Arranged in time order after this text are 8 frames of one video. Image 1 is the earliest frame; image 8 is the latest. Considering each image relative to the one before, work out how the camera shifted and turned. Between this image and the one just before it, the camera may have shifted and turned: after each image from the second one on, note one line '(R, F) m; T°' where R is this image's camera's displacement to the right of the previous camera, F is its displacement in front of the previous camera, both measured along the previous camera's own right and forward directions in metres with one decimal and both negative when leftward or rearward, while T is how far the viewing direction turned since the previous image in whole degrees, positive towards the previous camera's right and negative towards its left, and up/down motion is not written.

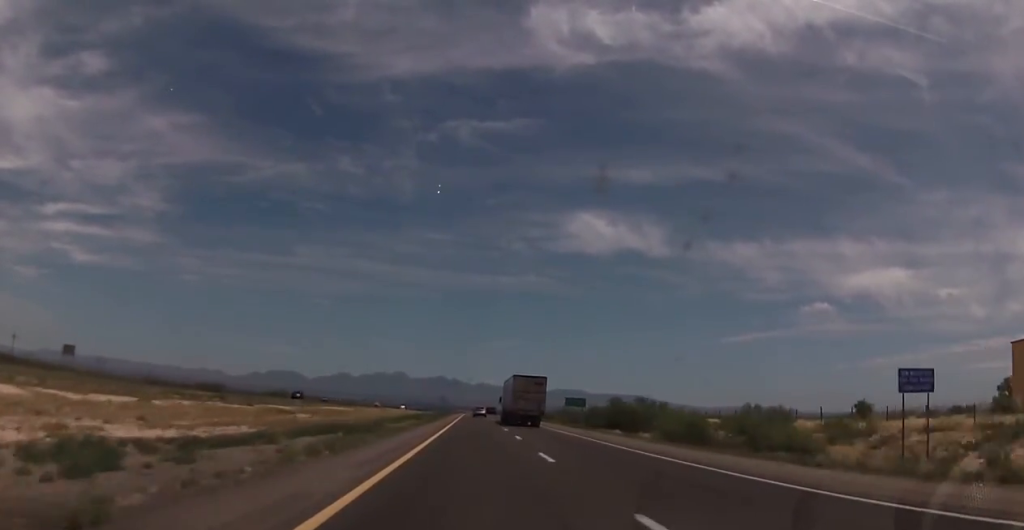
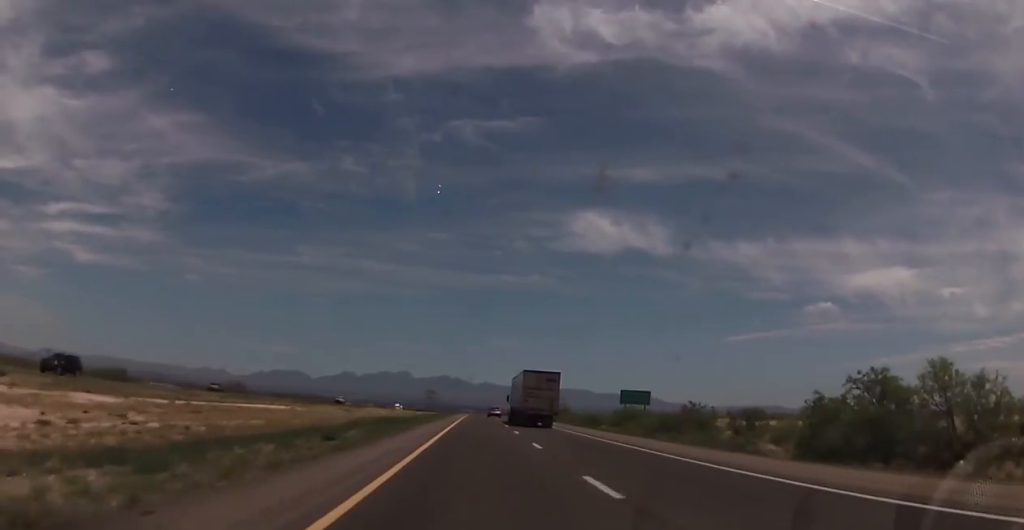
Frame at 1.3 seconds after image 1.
(0.0, +43.9) m; -1°
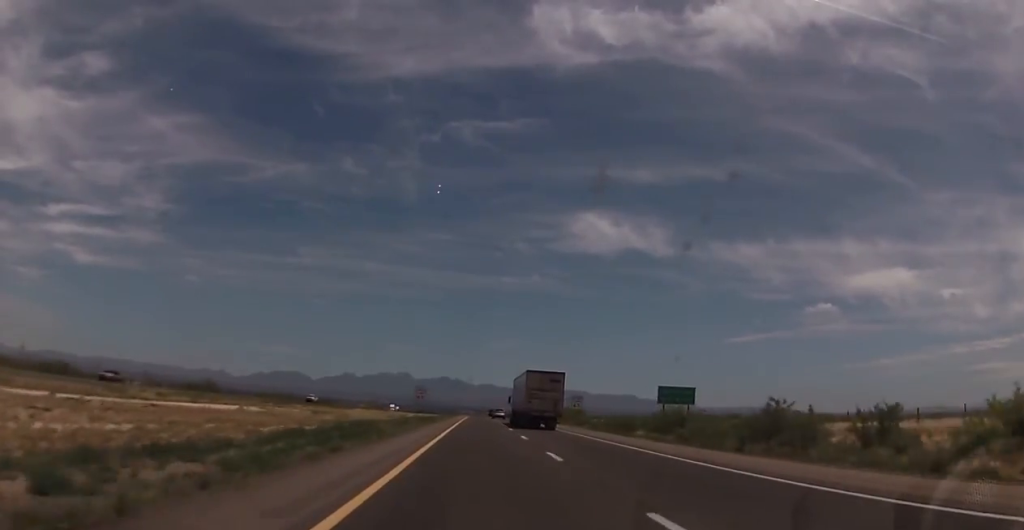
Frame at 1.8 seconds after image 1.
(-0.2, +16.9) m; 0°
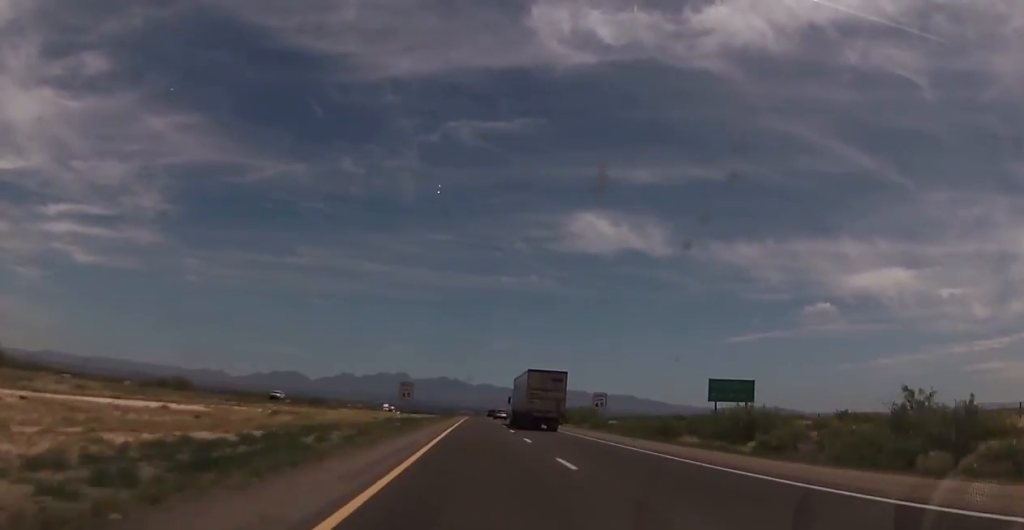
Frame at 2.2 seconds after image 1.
(-0.2, +14.6) m; 0°
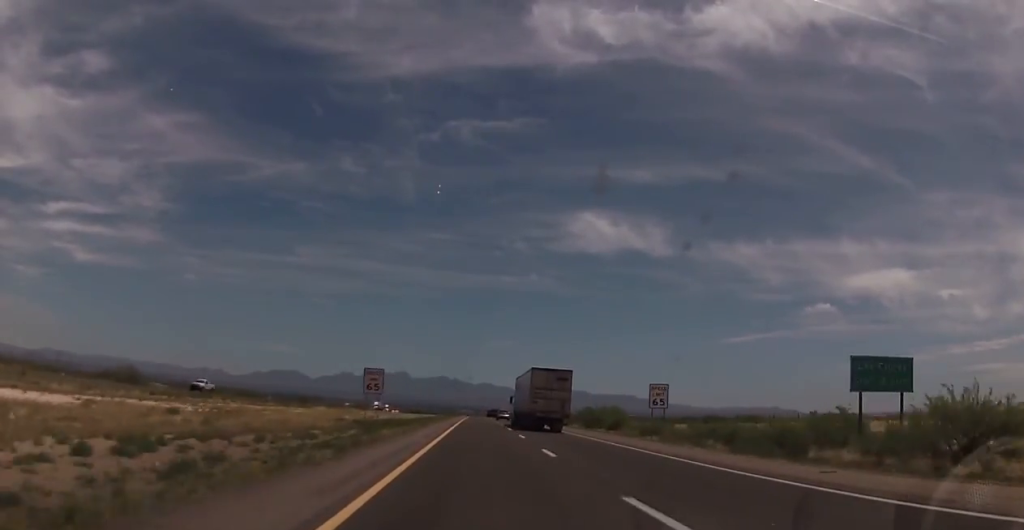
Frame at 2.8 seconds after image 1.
(+0.1, +20.2) m; 0°
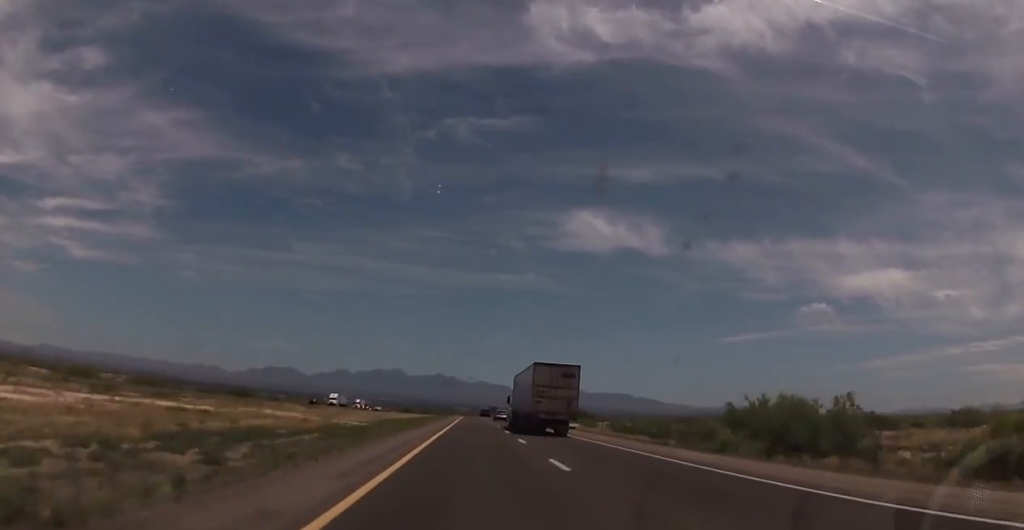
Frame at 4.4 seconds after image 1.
(+0.4, +52.8) m; +1°
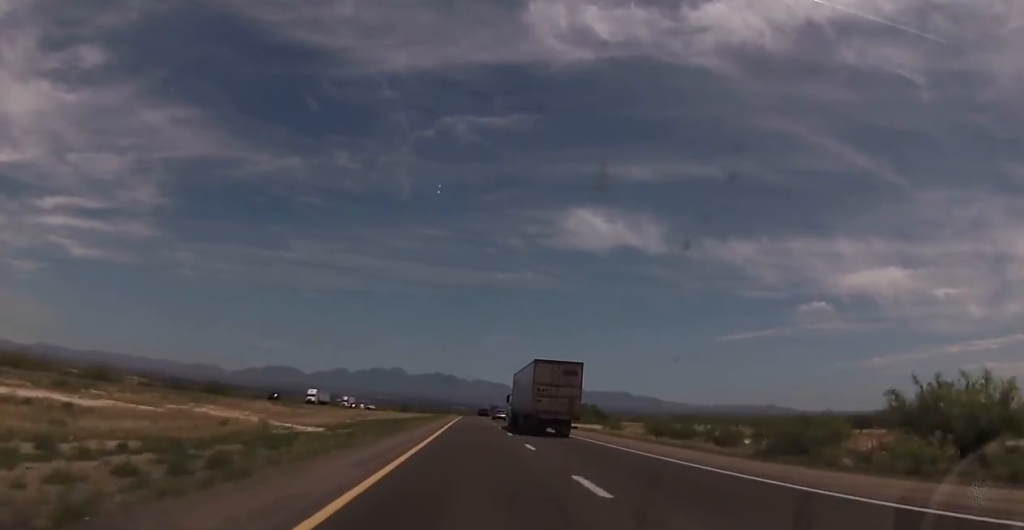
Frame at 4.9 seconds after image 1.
(+0.3, +16.8) m; 0°
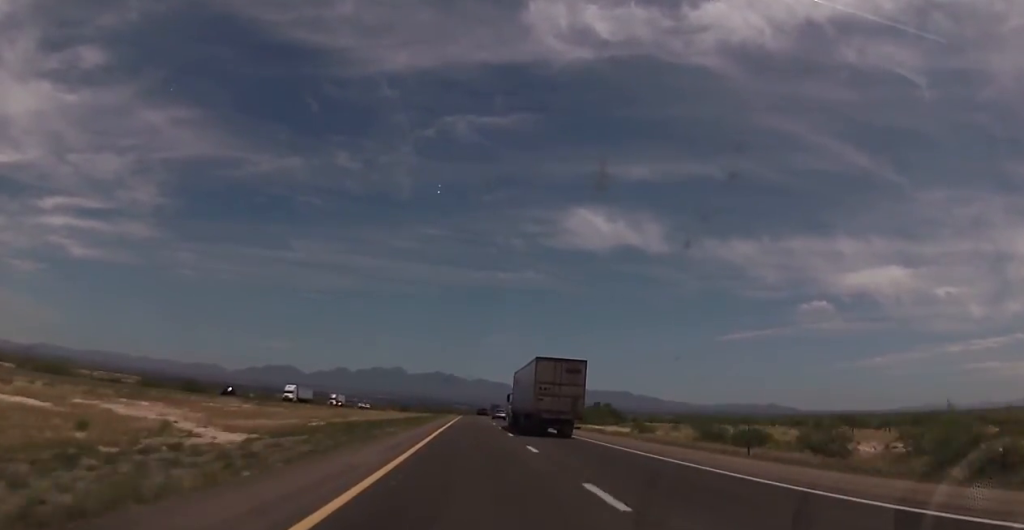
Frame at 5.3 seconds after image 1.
(+0.4, +13.5) m; 0°
